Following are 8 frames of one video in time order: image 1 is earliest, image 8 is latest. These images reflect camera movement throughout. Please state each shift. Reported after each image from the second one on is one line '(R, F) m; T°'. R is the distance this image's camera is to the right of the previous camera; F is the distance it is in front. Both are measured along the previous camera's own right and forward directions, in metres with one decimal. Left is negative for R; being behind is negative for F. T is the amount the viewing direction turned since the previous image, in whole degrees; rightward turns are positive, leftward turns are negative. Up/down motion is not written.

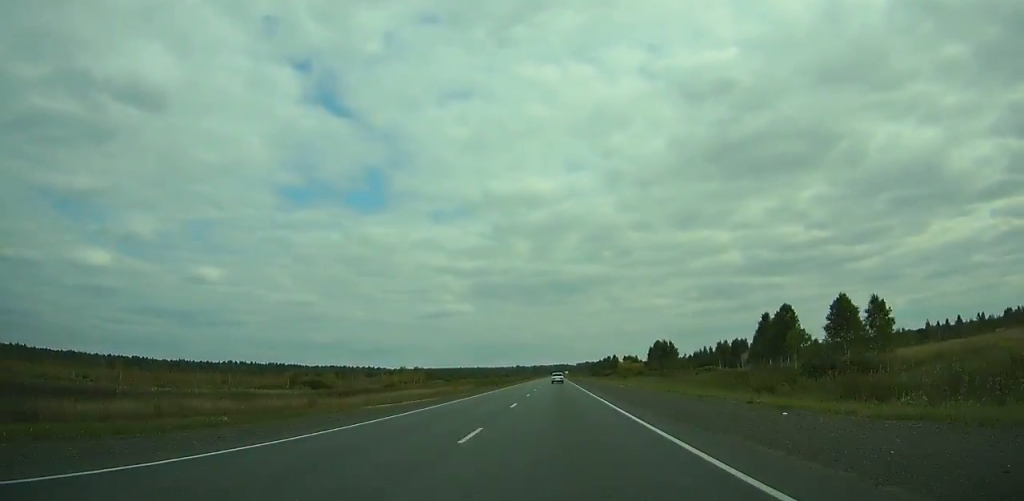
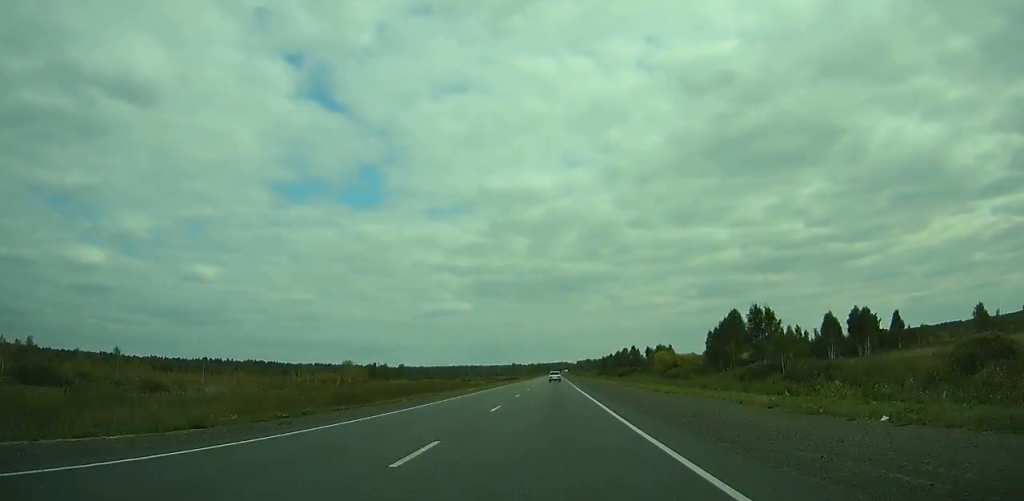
(+0.2, +75.1) m; 0°
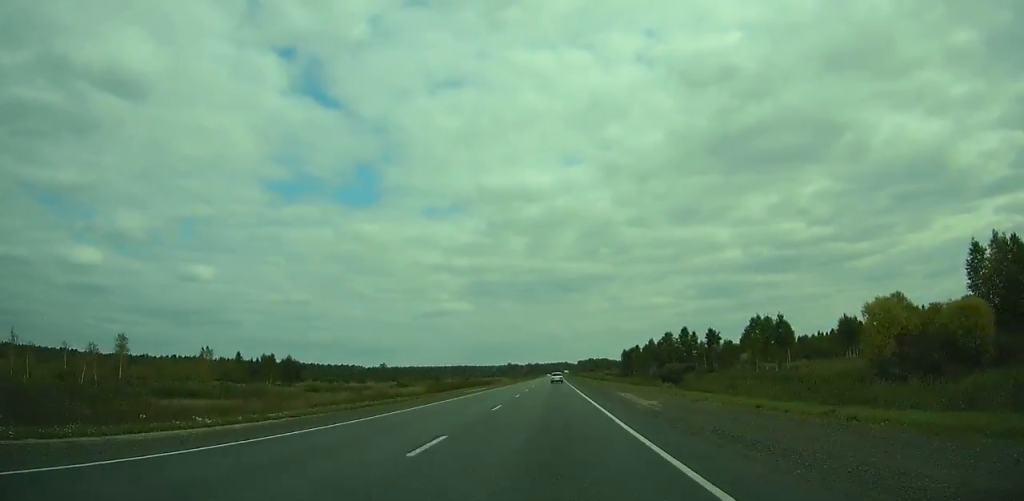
(-0.1, +83.4) m; 0°
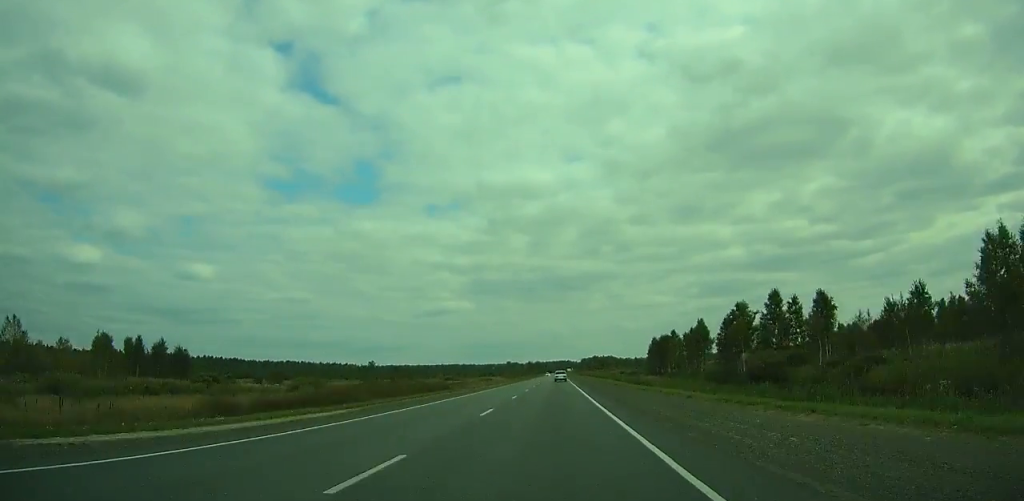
(0.0, +51.1) m; 0°
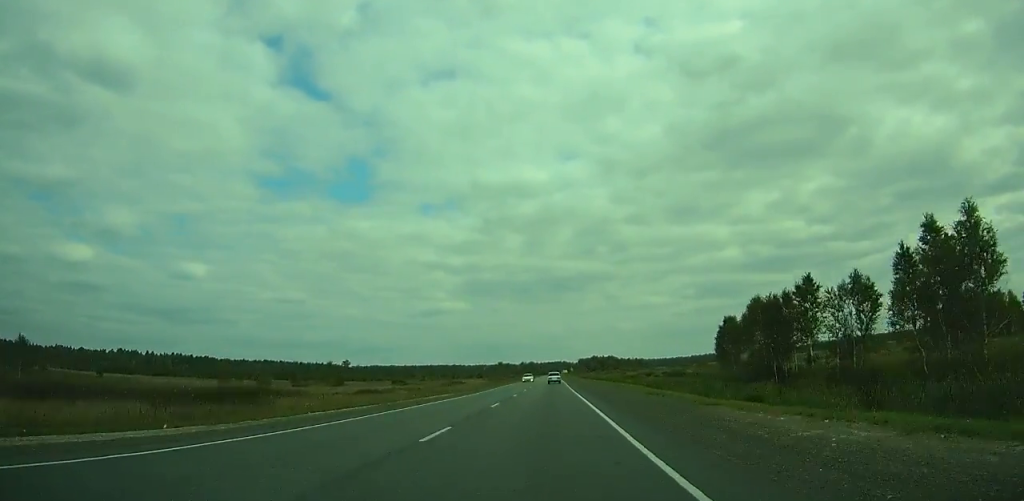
(0.0, +66.5) m; 0°
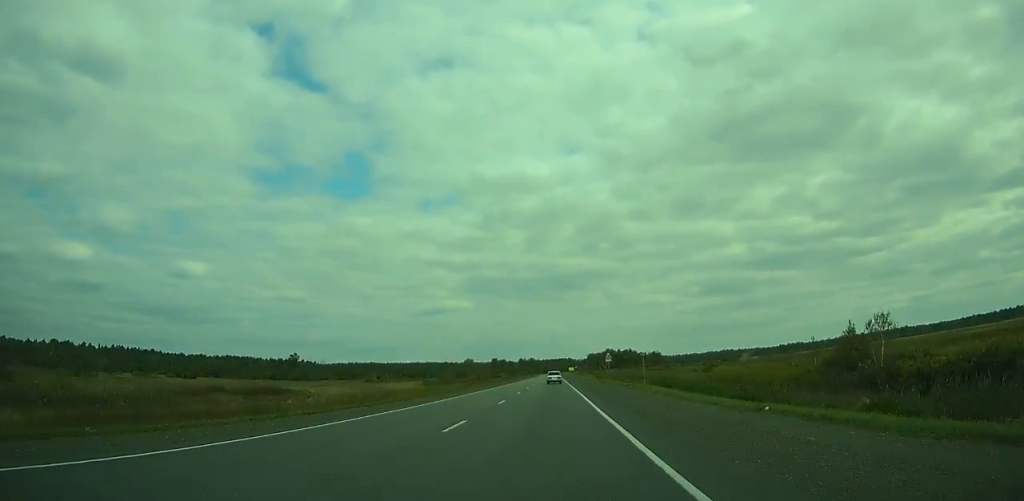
(-0.2, +130.0) m; 0°
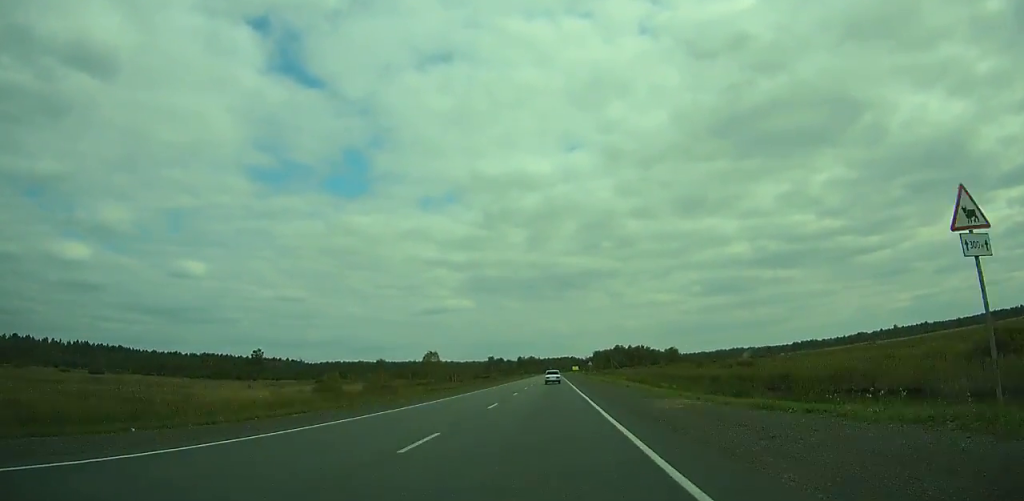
(0.0, +62.8) m; 0°
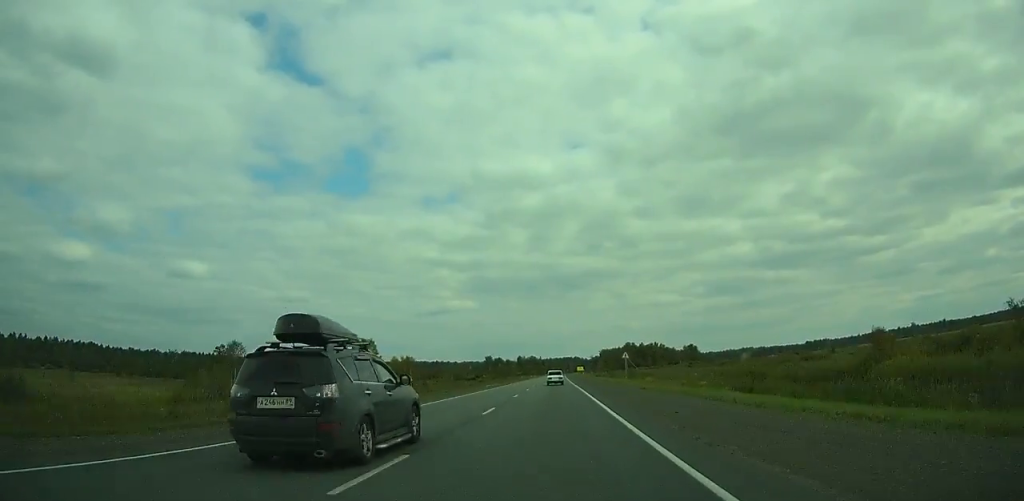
(-0.2, +50.0) m; 0°
